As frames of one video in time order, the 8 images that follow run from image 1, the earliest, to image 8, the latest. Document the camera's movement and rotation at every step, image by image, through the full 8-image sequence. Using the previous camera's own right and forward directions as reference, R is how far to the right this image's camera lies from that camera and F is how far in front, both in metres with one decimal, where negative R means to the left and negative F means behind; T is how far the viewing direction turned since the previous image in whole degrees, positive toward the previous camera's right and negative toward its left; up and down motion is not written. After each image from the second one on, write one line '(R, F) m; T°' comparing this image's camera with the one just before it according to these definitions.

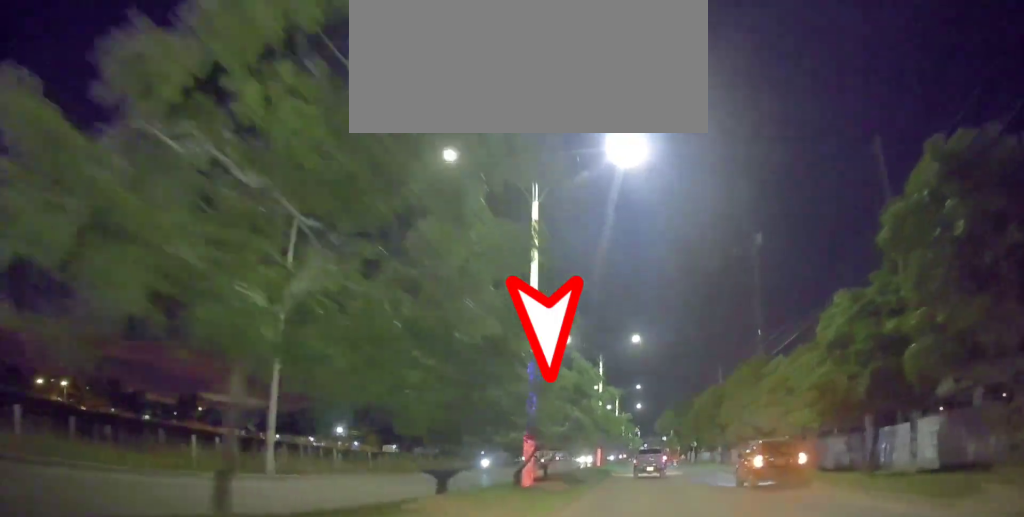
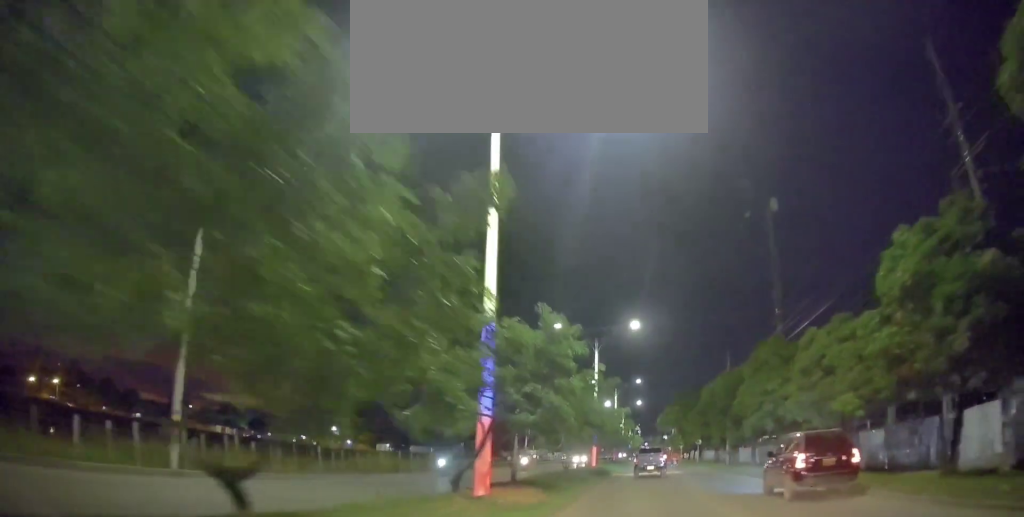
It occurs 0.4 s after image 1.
(-0.2, +5.2) m; -1°
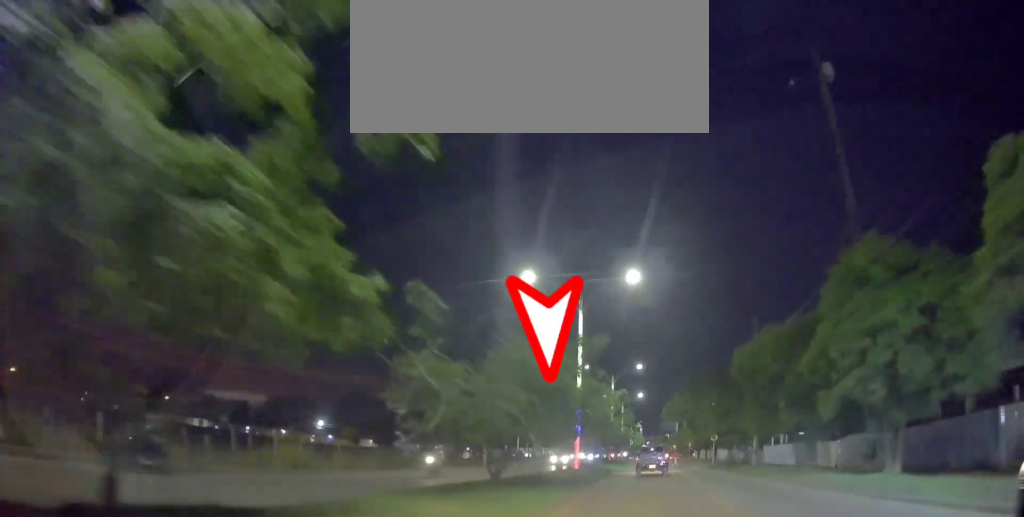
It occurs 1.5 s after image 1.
(-0.5, +12.9) m; -1°
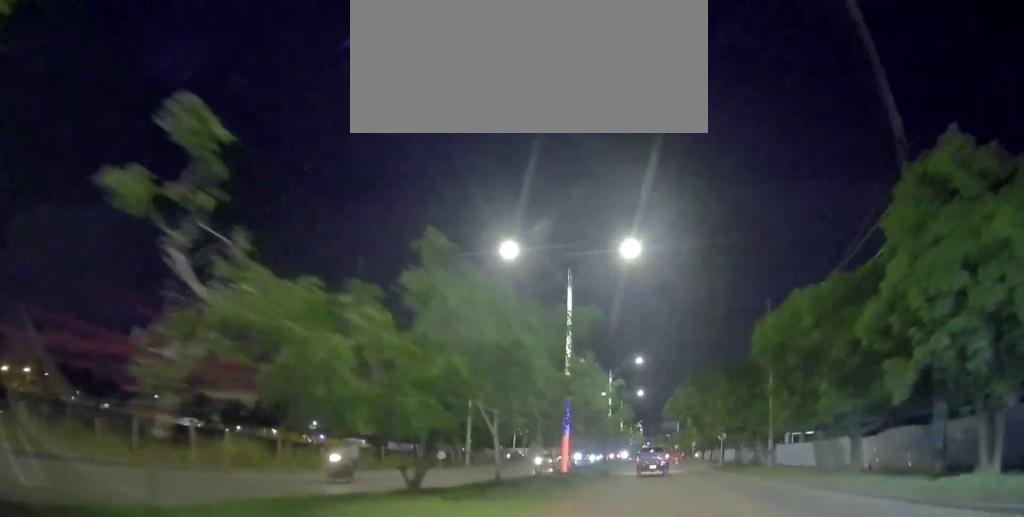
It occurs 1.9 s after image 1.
(+0.2, +5.0) m; 0°
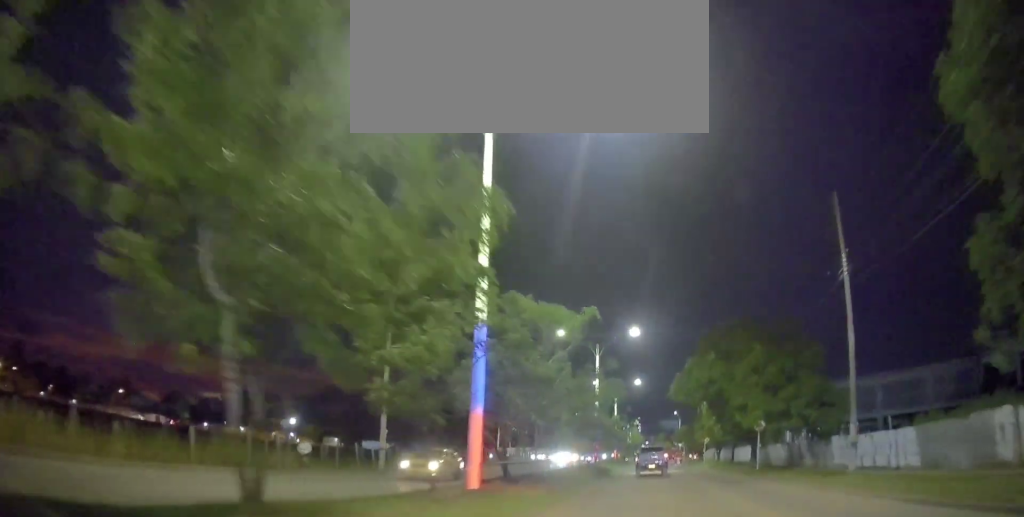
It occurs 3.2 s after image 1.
(-0.4, +15.1) m; +2°
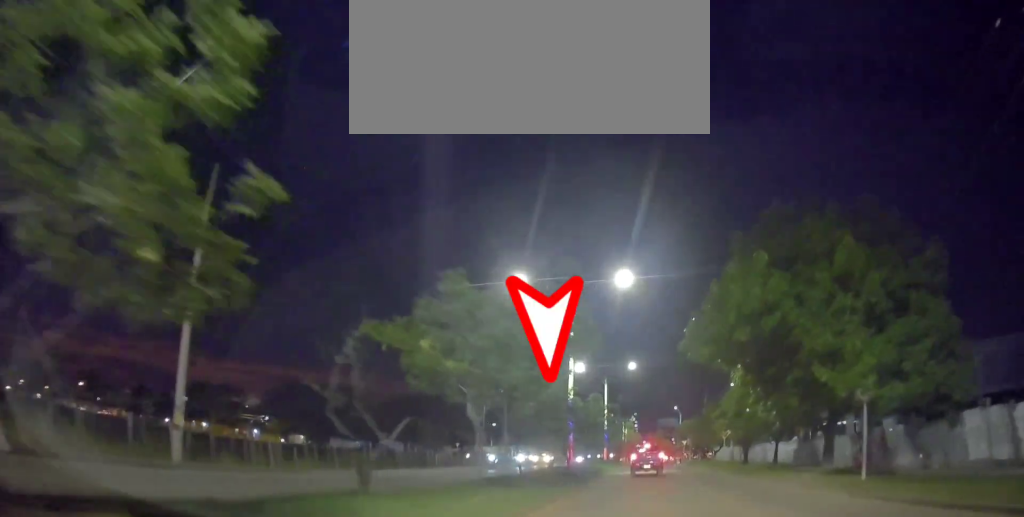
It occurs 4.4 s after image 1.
(+0.6, +14.9) m; -1°
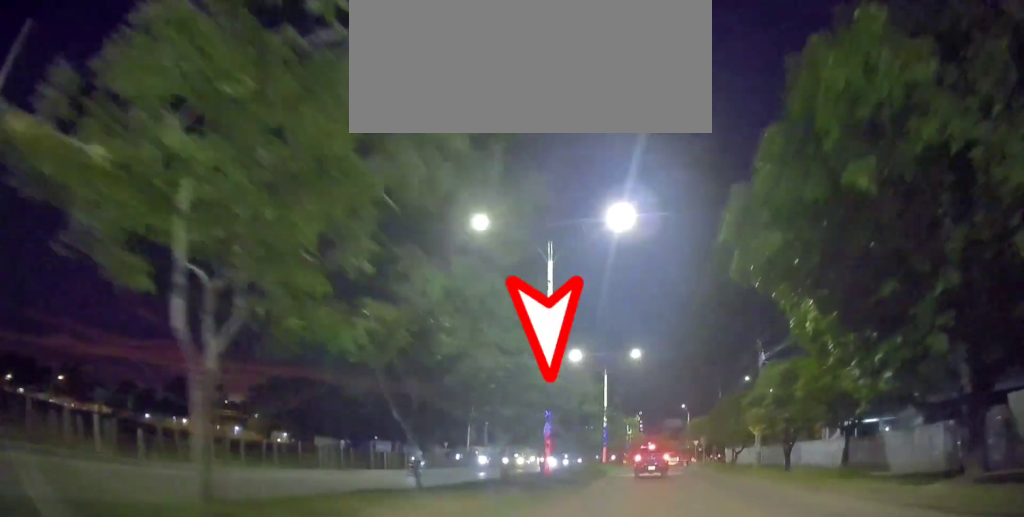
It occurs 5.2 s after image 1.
(-0.6, +9.6) m; -3°
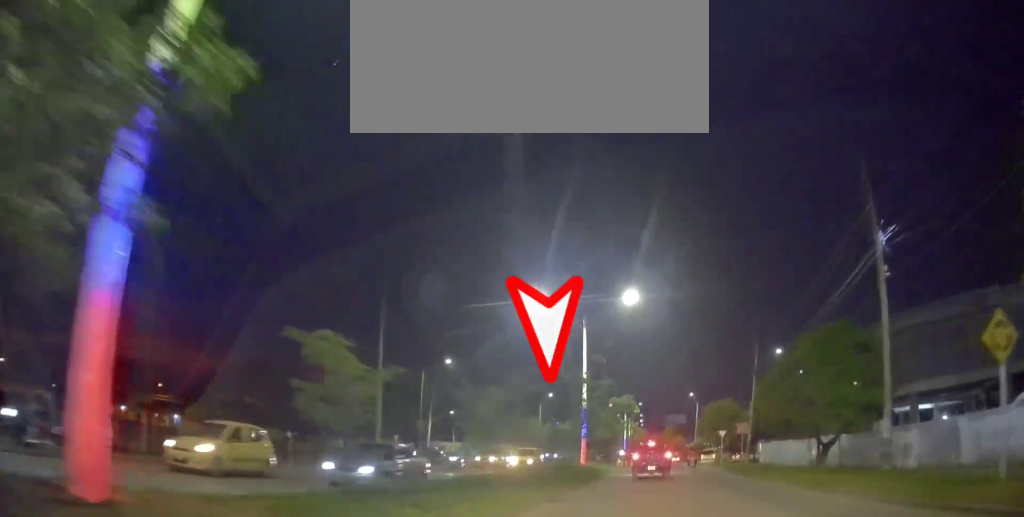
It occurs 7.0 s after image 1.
(+0.7, +21.0) m; +4°
